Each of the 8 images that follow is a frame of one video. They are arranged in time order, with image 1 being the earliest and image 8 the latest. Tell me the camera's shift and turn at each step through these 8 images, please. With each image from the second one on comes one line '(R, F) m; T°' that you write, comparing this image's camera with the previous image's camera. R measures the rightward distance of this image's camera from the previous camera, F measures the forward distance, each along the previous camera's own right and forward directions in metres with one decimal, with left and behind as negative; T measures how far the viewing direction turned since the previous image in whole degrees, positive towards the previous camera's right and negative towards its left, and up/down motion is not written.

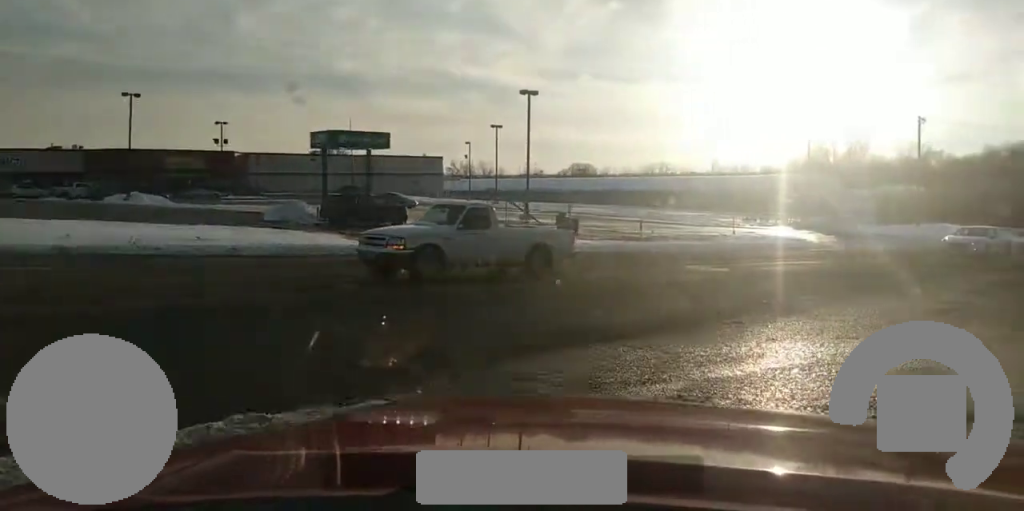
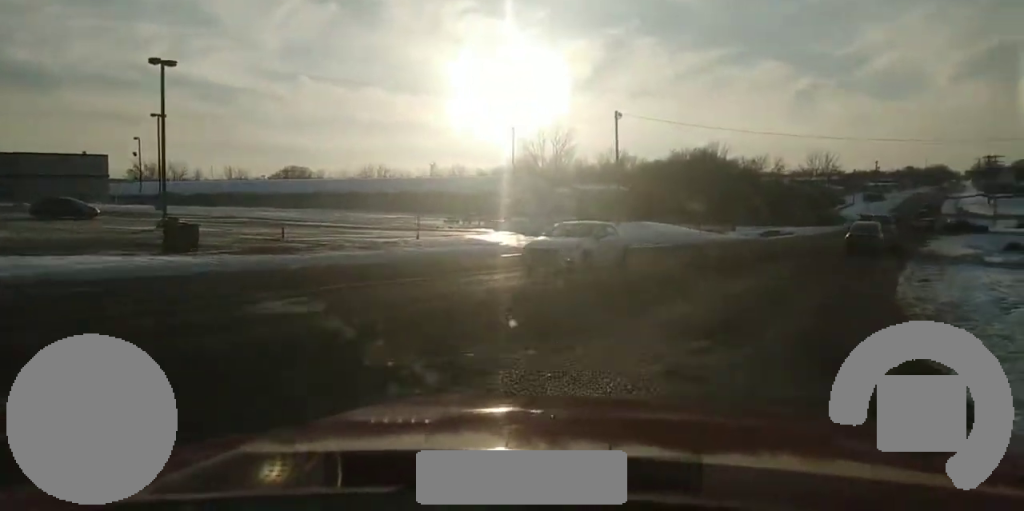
(+4.2, +10.5) m; +28°
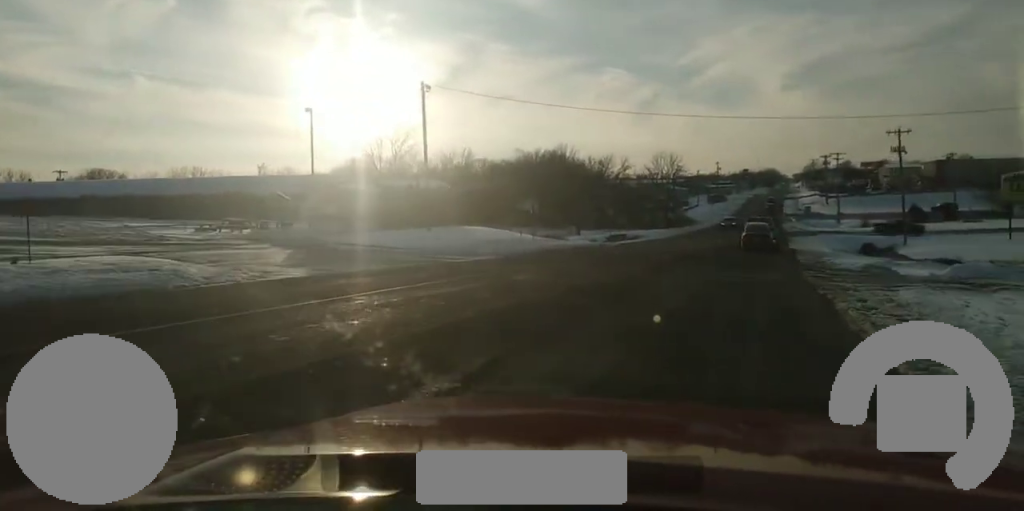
(+0.1, +15.3) m; +3°
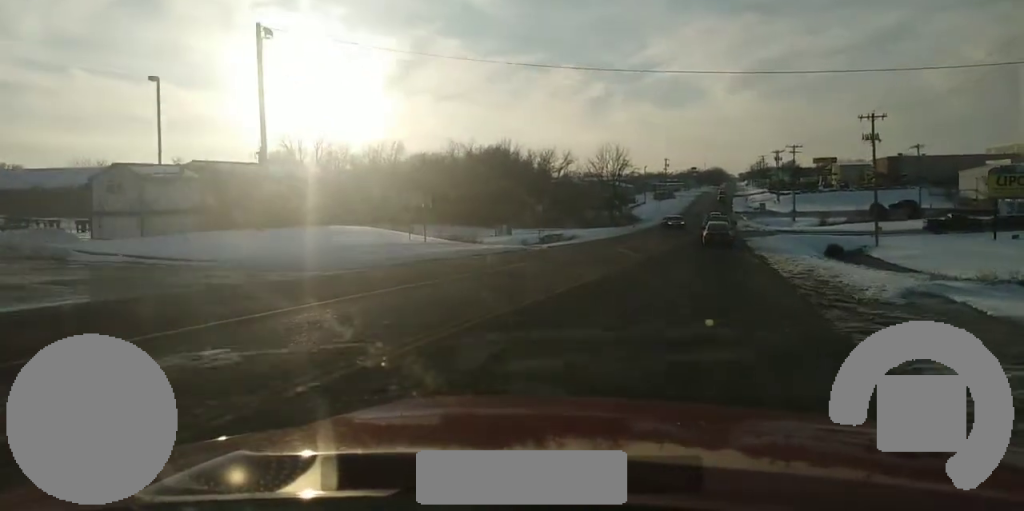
(+0.7, +13.7) m; +7°
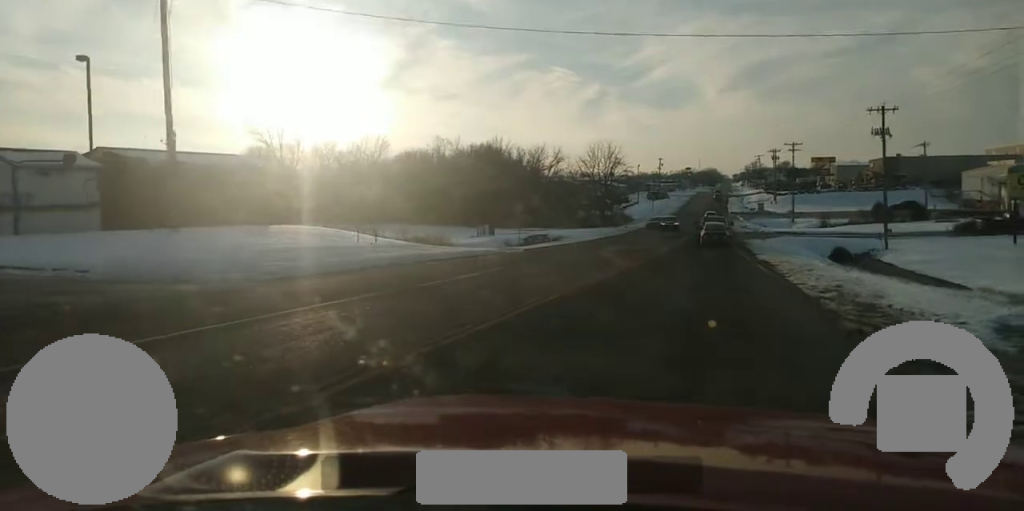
(+0.3, +6.3) m; +1°
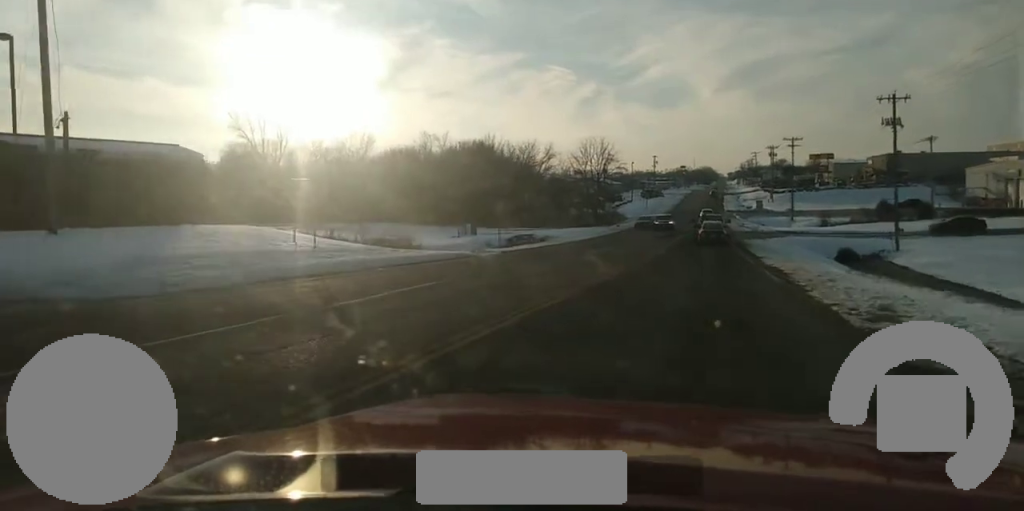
(+0.1, +5.6) m; +1°
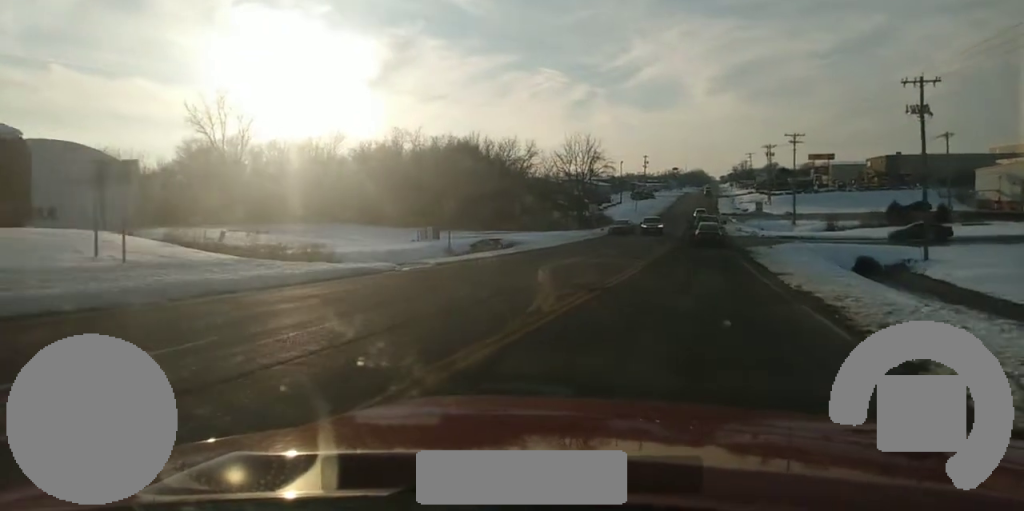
(0.0, +9.9) m; -1°
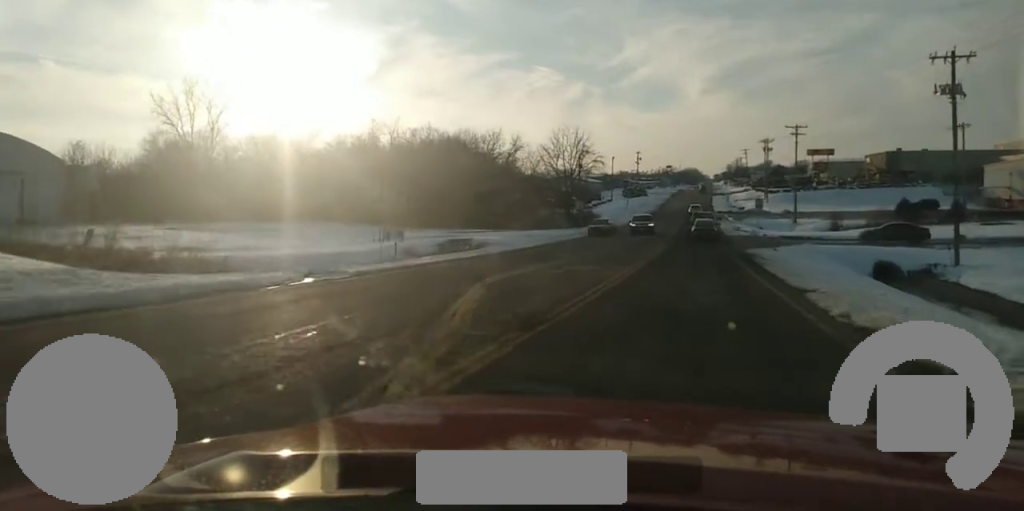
(-0.1, +7.8) m; -1°
